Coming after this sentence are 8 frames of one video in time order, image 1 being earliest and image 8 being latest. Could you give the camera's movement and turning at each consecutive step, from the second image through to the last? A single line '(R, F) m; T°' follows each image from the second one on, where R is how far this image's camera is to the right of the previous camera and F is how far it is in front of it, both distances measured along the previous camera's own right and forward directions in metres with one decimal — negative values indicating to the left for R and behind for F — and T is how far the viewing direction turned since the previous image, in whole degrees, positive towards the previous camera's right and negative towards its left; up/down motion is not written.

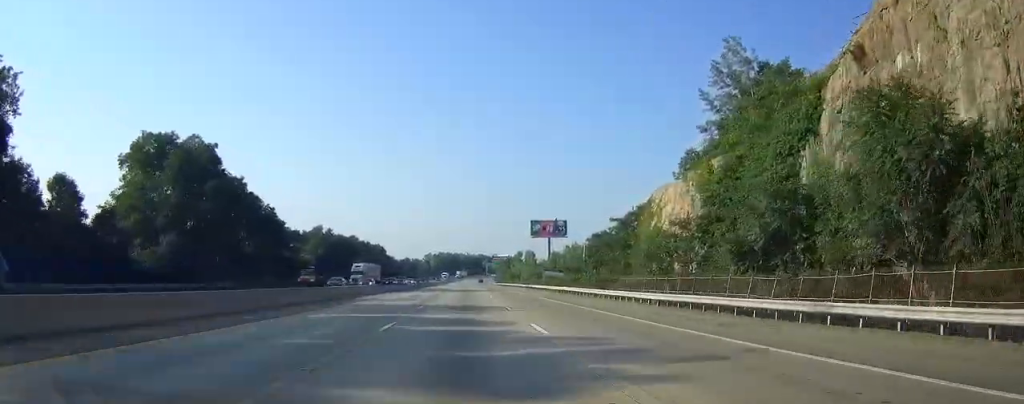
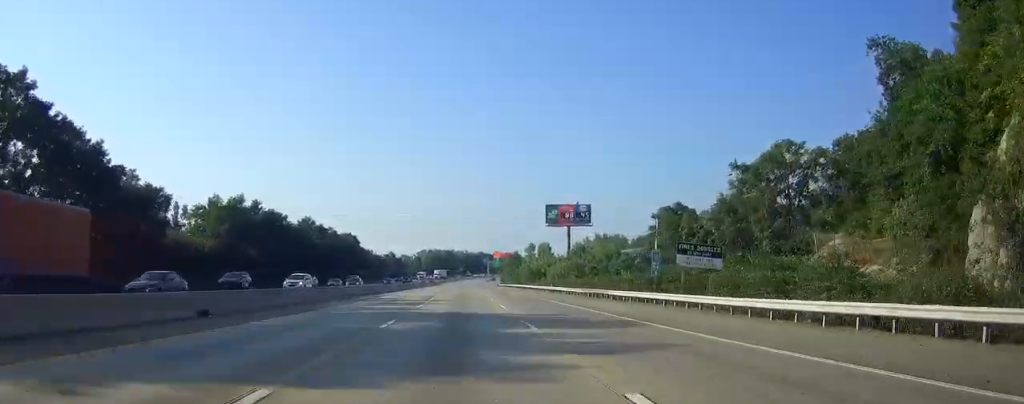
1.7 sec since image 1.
(0.0, +58.4) m; 0°
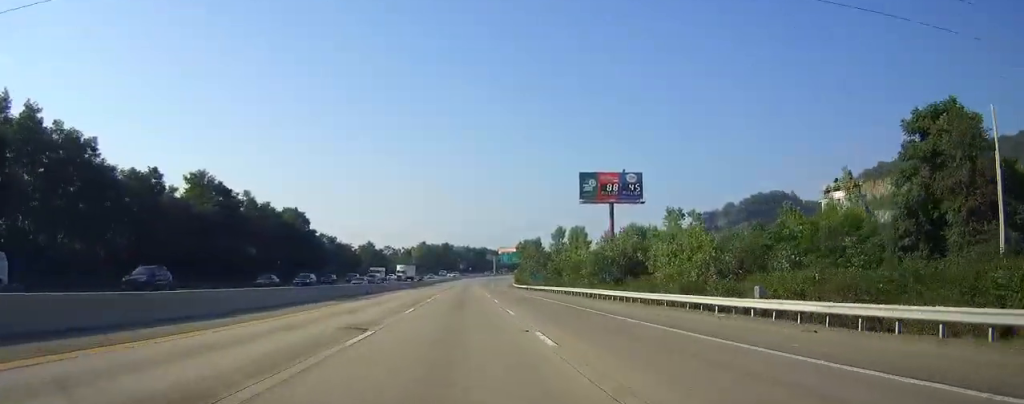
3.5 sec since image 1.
(+0.2, +65.0) m; 0°
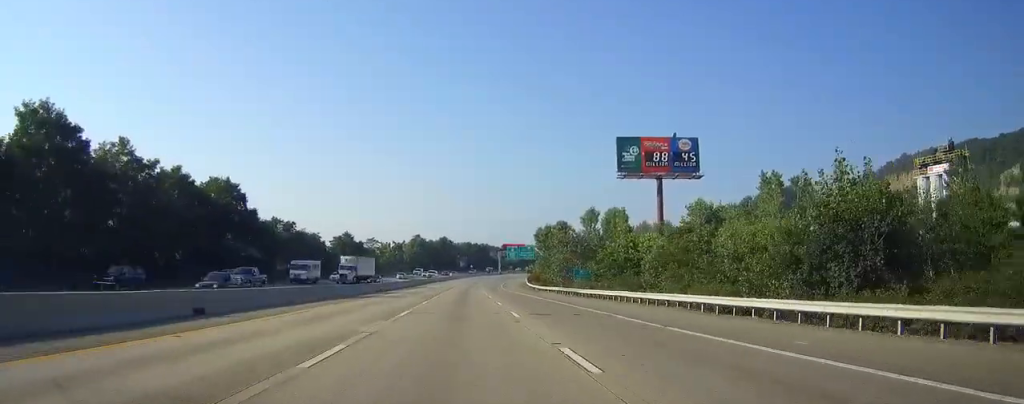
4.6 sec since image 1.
(-0.1, +40.2) m; 0°
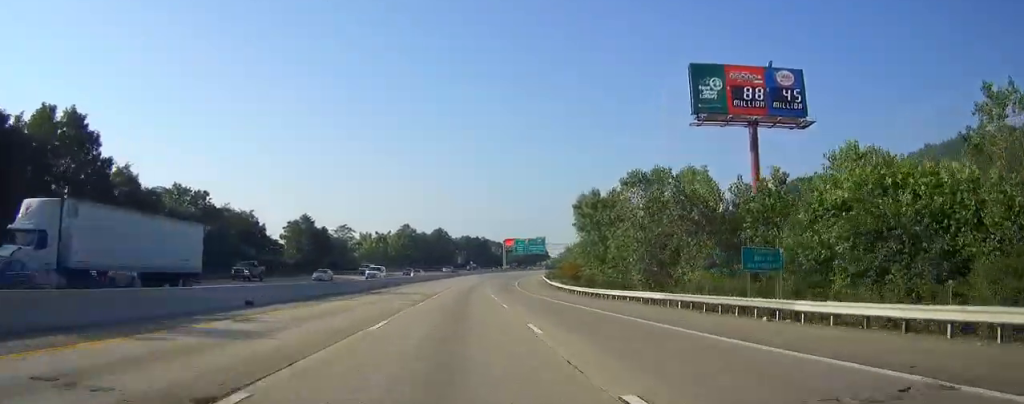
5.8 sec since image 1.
(+0.1, +42.4) m; 0°
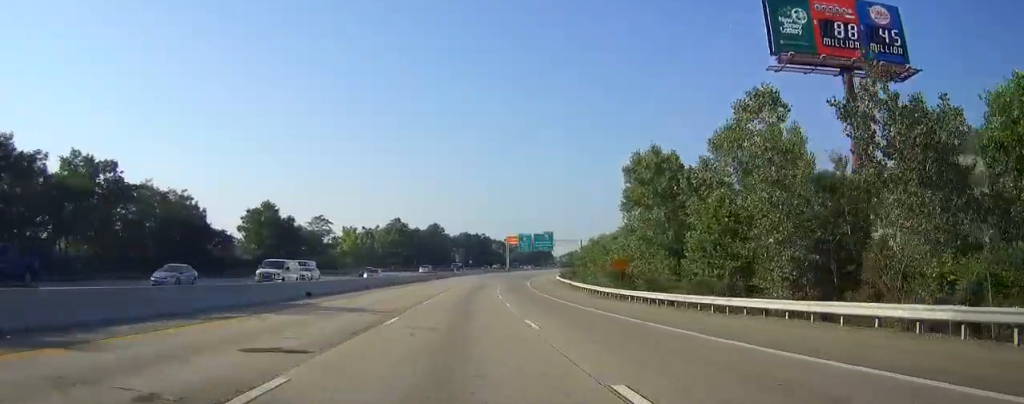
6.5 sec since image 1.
(-0.1, +23.5) m; 0°
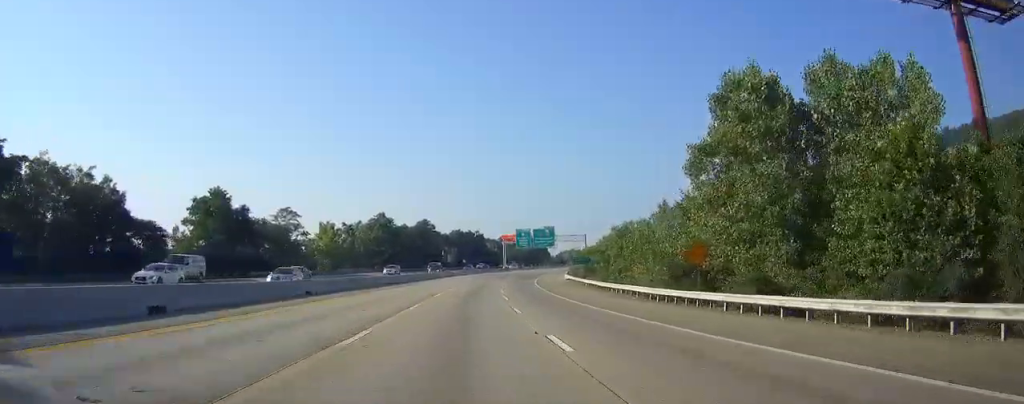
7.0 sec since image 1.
(+0.1, +18.7) m; 0°
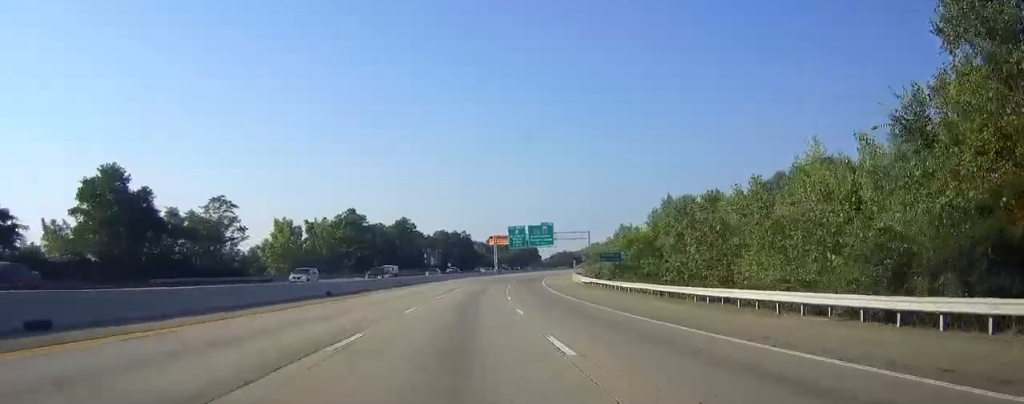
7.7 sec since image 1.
(+0.1, +24.5) m; +1°
